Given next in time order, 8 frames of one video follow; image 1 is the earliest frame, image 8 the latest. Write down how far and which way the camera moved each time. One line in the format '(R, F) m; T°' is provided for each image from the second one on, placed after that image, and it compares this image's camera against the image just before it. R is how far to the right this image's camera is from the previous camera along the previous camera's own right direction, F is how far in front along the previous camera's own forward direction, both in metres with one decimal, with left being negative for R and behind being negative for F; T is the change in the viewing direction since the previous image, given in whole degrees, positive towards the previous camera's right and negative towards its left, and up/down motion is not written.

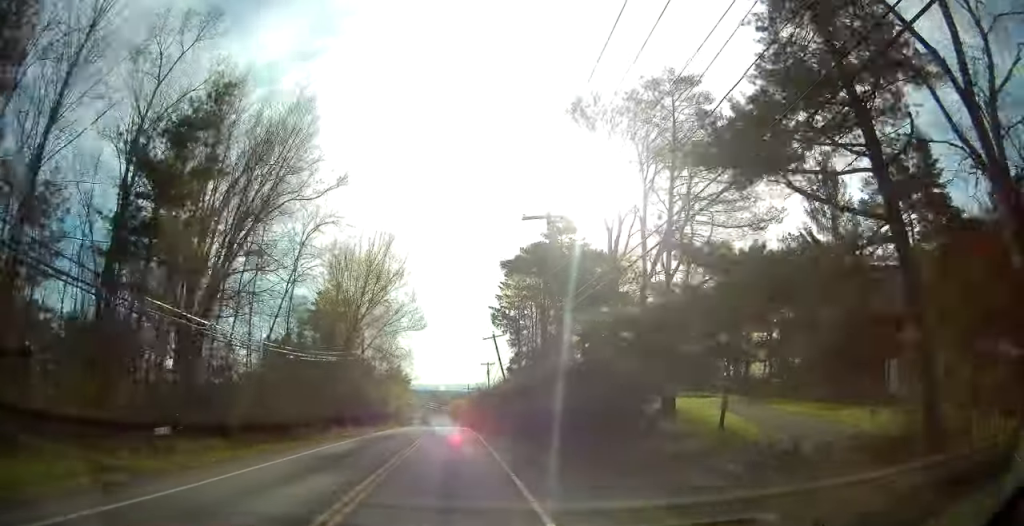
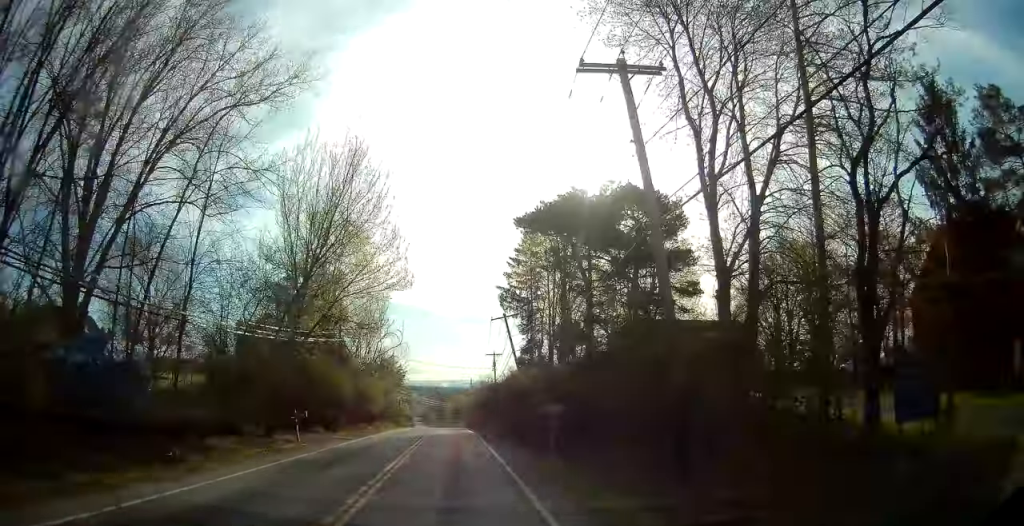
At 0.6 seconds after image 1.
(-0.4, +12.5) m; -1°
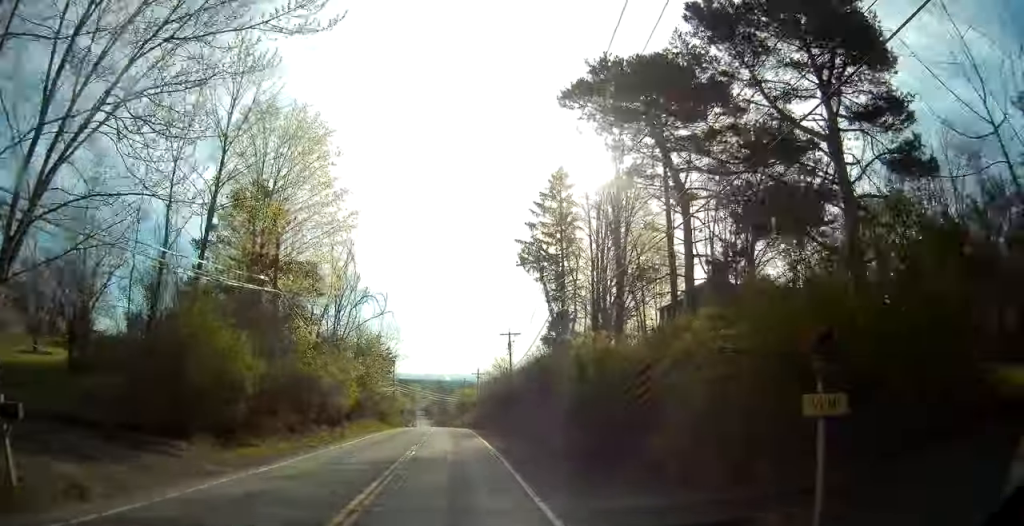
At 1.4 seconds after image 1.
(-0.2, +18.4) m; 0°
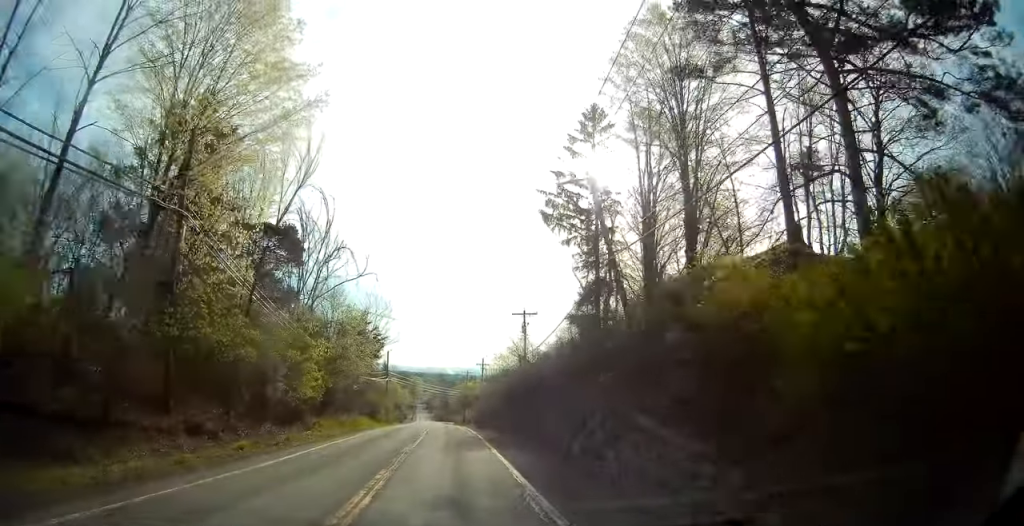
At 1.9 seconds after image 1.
(+0.1, +11.7) m; +1°
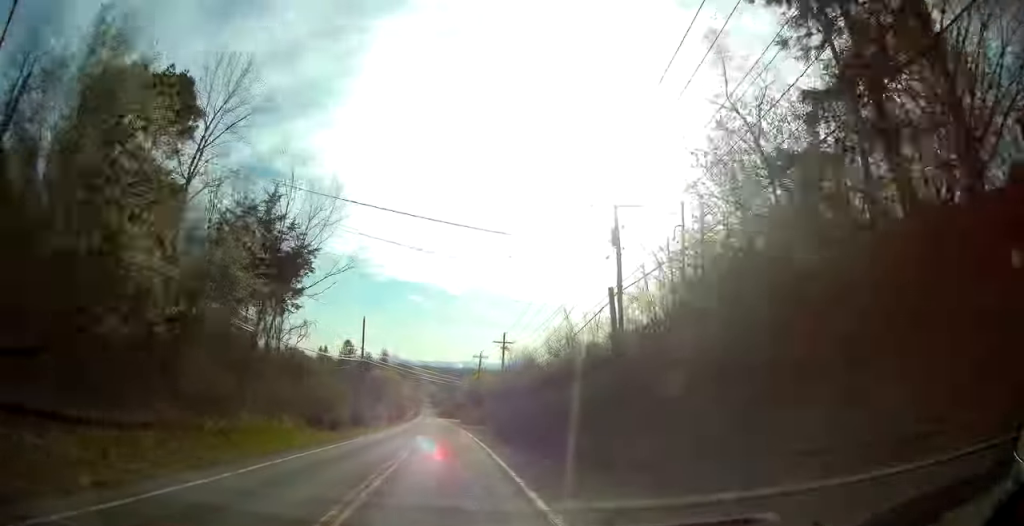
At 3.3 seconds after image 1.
(+0.1, +29.2) m; 0°
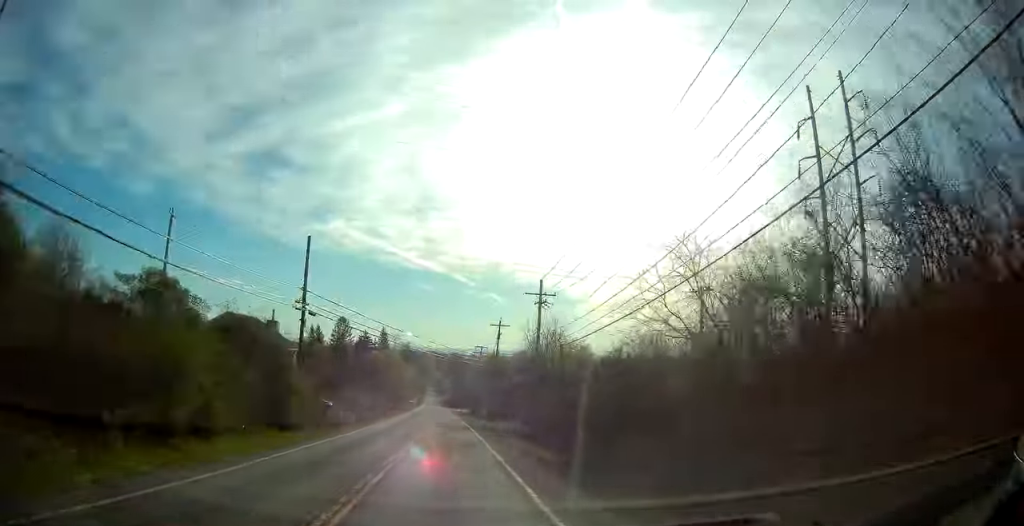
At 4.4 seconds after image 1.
(-0.3, +24.8) m; -1°
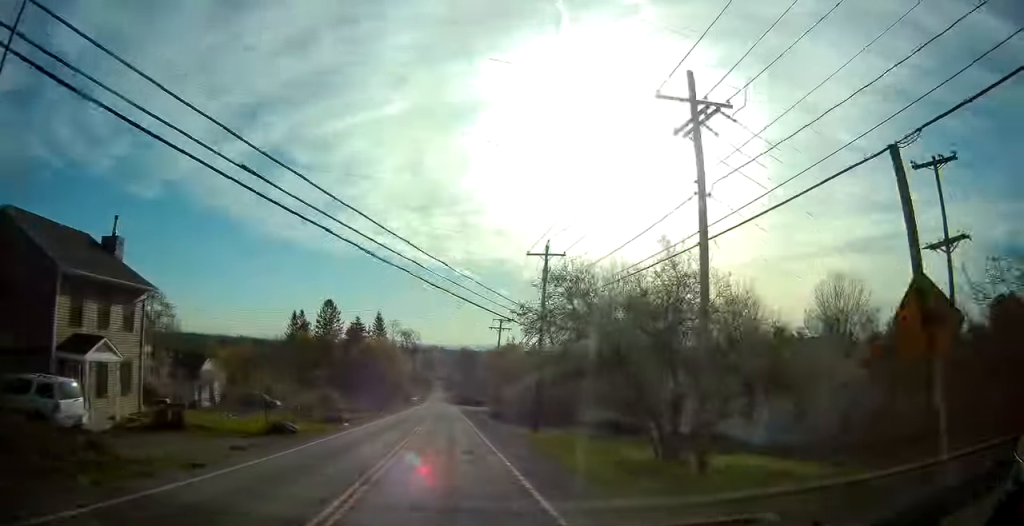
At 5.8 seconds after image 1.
(-0.4, +30.0) m; -1°
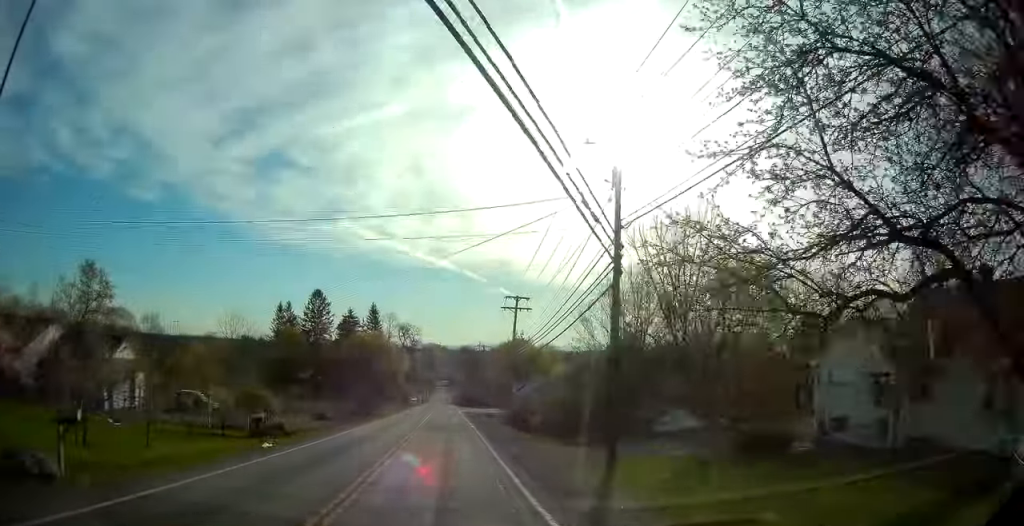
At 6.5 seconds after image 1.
(0.0, +16.6) m; 0°
